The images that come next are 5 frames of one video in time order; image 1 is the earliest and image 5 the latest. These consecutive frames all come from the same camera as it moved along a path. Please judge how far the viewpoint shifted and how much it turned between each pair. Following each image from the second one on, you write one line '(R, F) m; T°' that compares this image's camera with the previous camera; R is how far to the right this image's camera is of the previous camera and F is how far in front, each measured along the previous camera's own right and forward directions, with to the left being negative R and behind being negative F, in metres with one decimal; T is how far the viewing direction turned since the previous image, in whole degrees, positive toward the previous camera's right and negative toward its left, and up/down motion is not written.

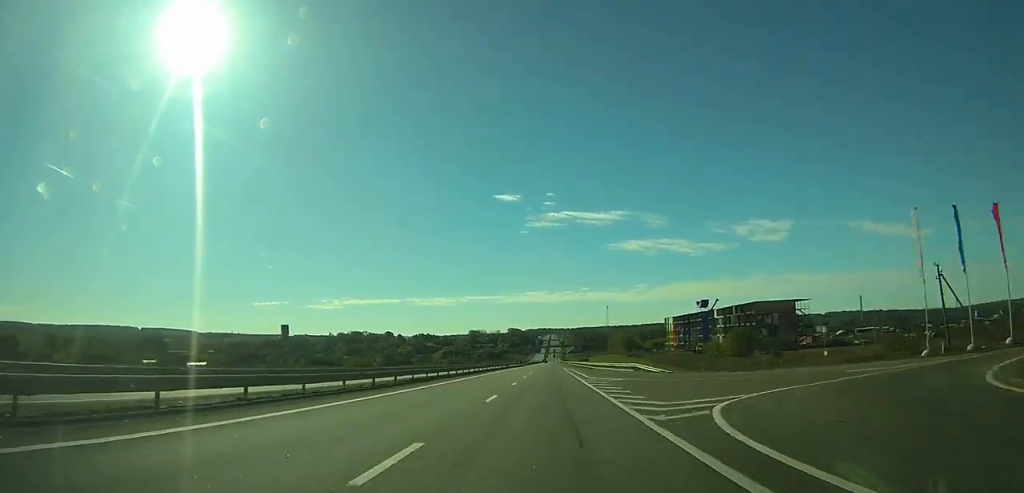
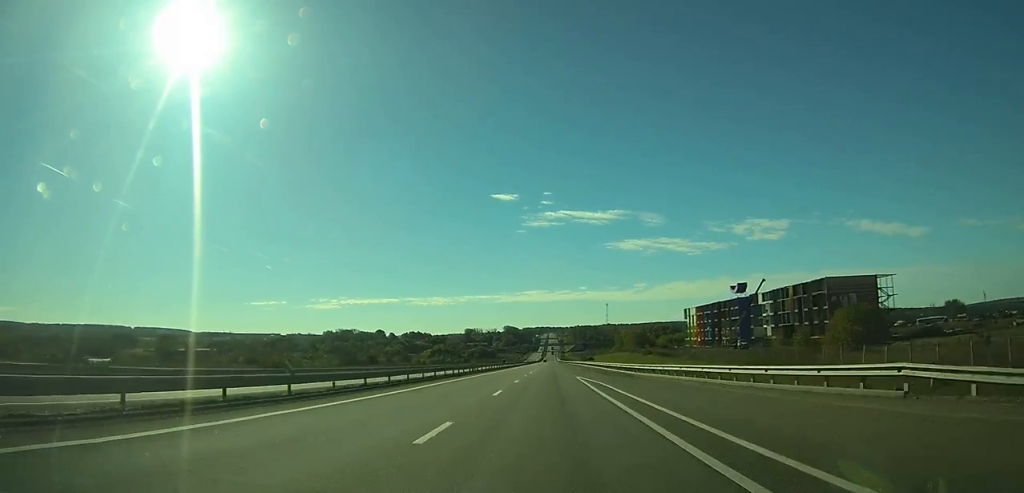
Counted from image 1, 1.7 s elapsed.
(+0.1, +45.1) m; 0°
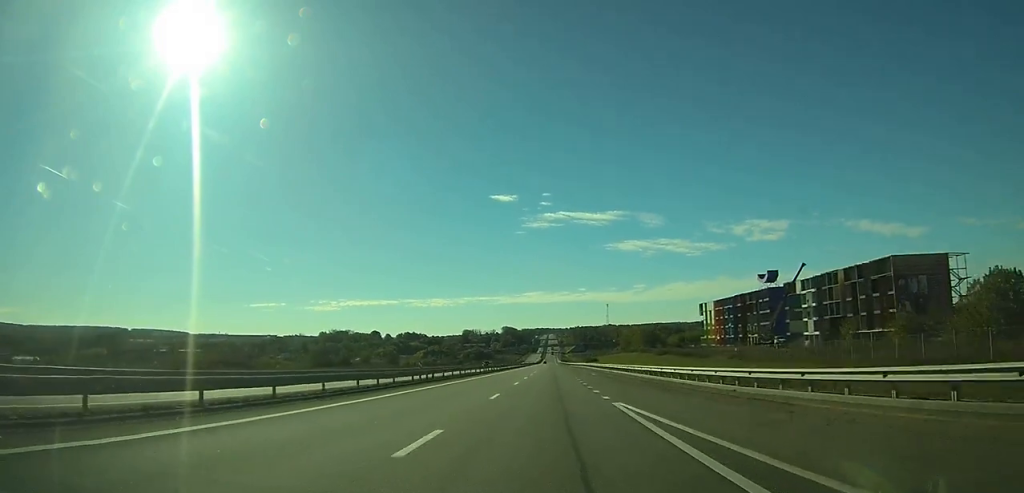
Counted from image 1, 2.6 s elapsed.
(0.0, +25.1) m; 0°
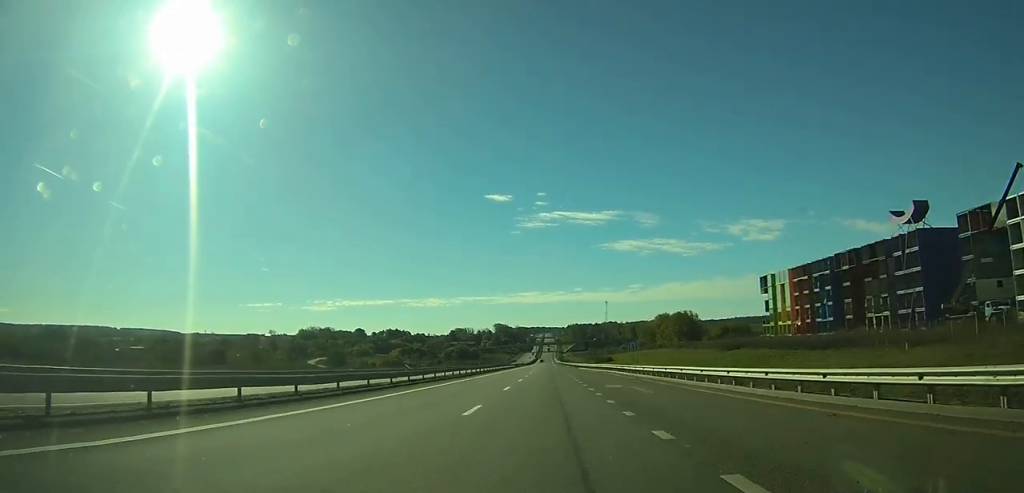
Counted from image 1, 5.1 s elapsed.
(+0.4, +65.6) m; +1°
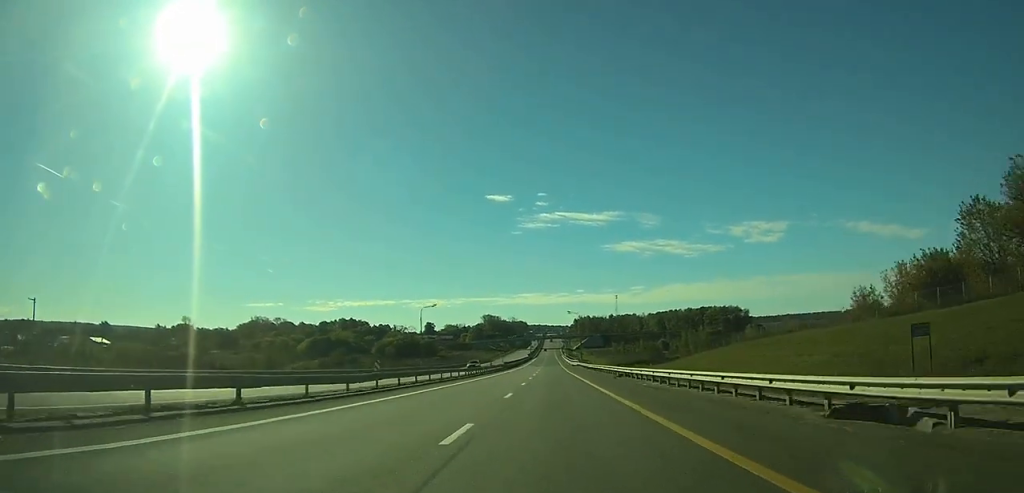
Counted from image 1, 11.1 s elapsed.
(-0.3, +159.5) m; 0°
